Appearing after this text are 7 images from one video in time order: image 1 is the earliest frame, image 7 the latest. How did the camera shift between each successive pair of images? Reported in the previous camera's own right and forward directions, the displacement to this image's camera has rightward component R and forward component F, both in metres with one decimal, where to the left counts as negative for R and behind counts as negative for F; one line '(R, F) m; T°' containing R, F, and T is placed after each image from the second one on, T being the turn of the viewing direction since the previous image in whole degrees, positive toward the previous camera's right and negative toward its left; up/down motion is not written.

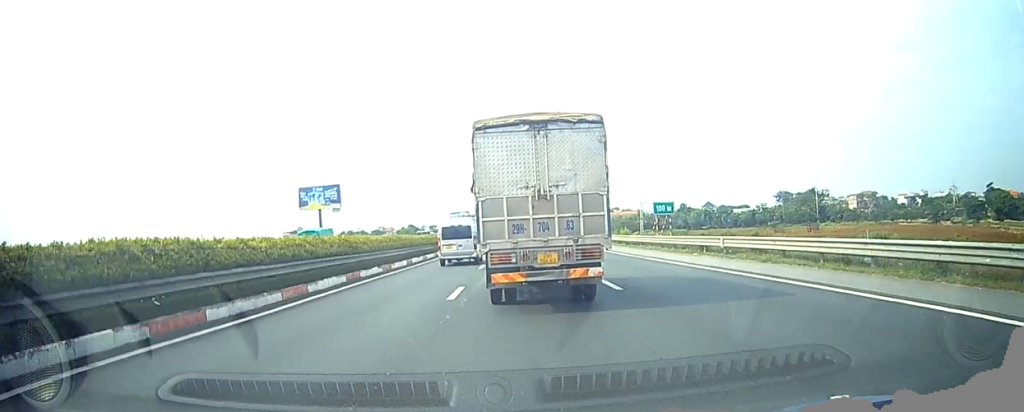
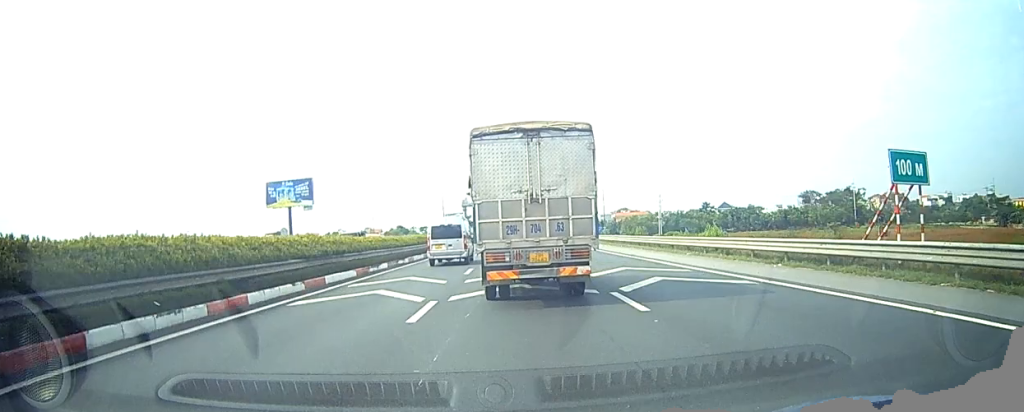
(0.0, +31.8) m; 0°
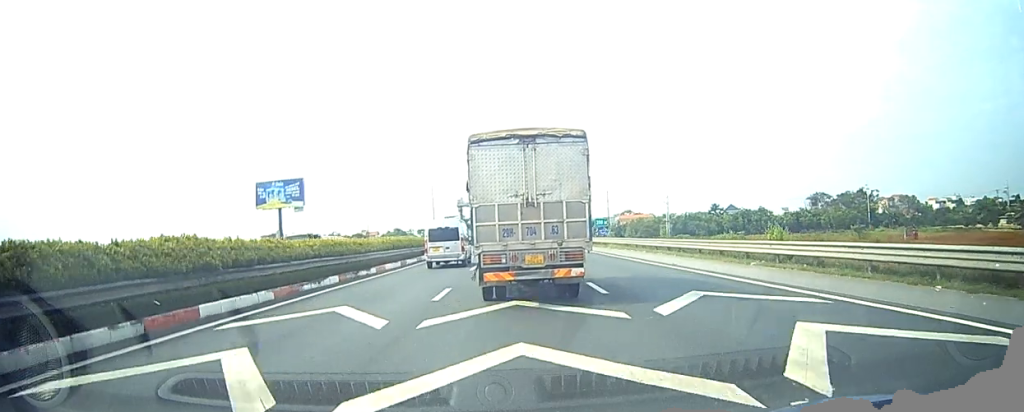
(0.0, +9.7) m; 0°
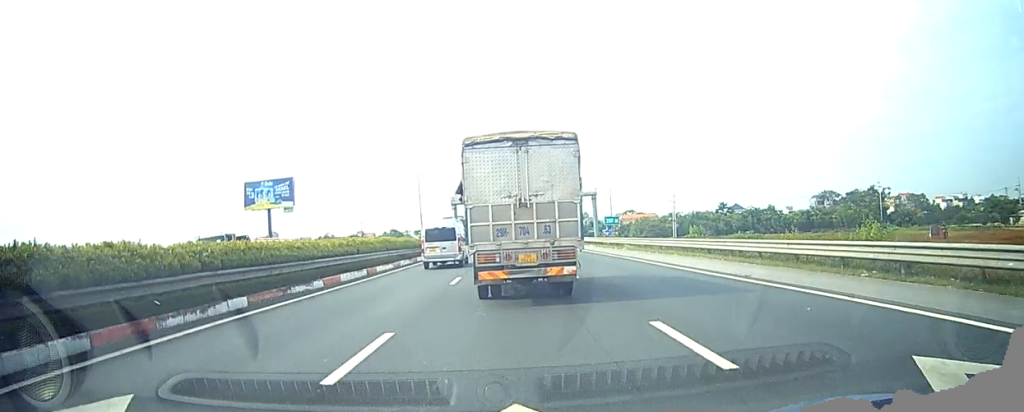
(0.0, +8.8) m; 0°
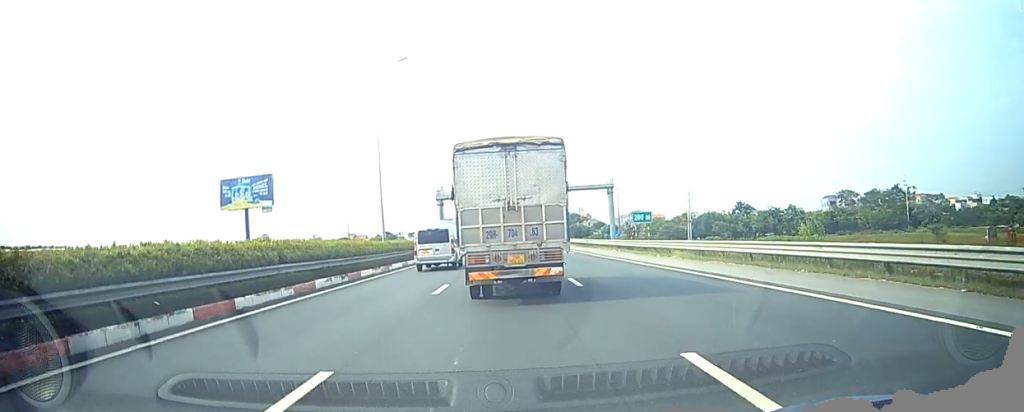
(0.0, +15.7) m; +1°
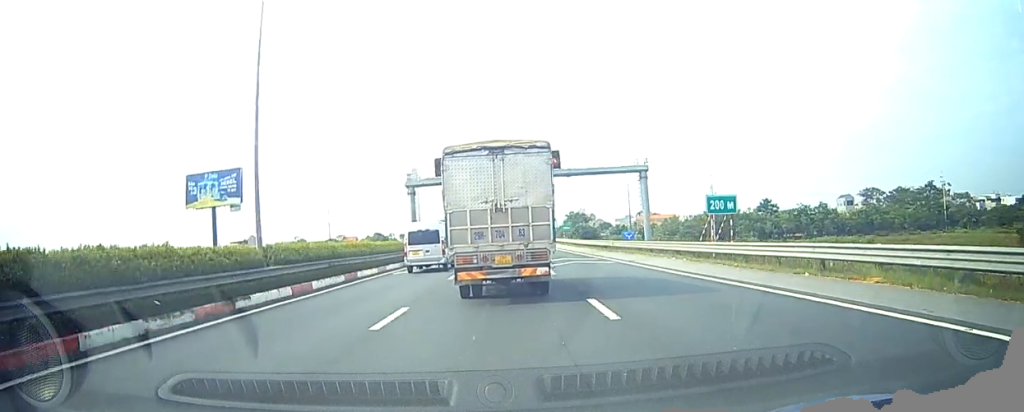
(+0.2, +17.9) m; +1°
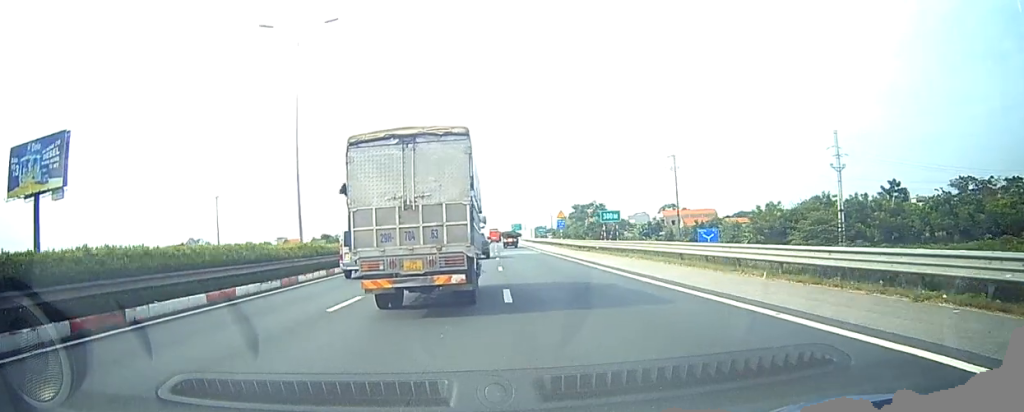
(-0.7, +53.5) m; -1°
